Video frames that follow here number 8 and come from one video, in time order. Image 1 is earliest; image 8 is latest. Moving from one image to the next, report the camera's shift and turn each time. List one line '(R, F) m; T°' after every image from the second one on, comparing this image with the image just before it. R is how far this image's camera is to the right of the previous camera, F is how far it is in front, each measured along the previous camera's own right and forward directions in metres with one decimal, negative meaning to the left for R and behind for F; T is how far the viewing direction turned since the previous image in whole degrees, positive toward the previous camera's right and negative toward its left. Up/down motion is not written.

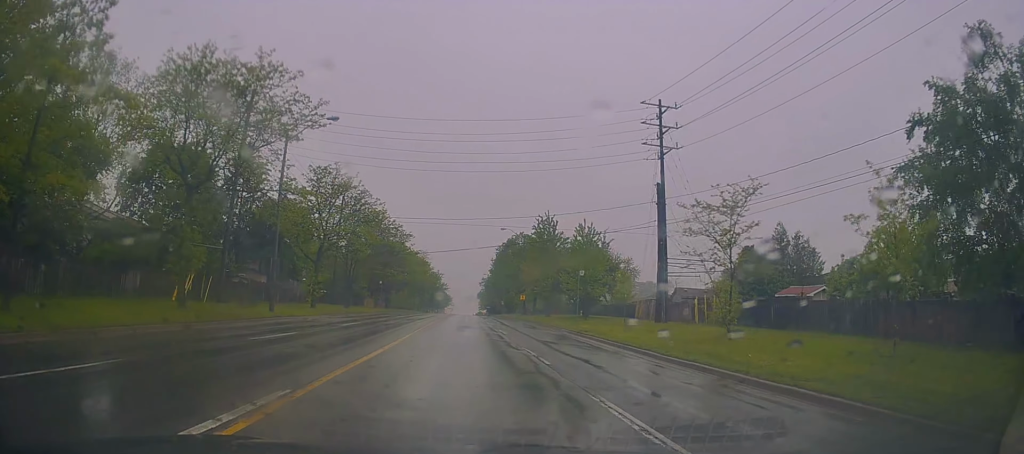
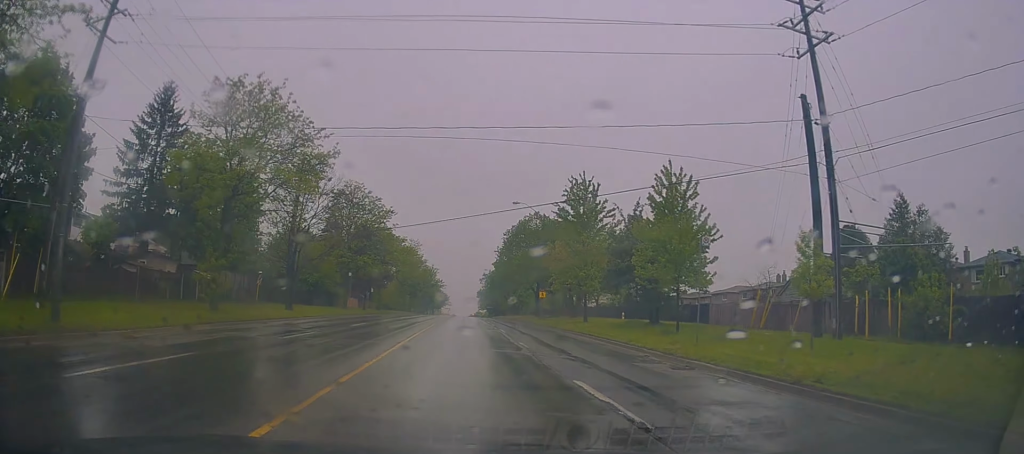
(+0.1, +19.2) m; -2°
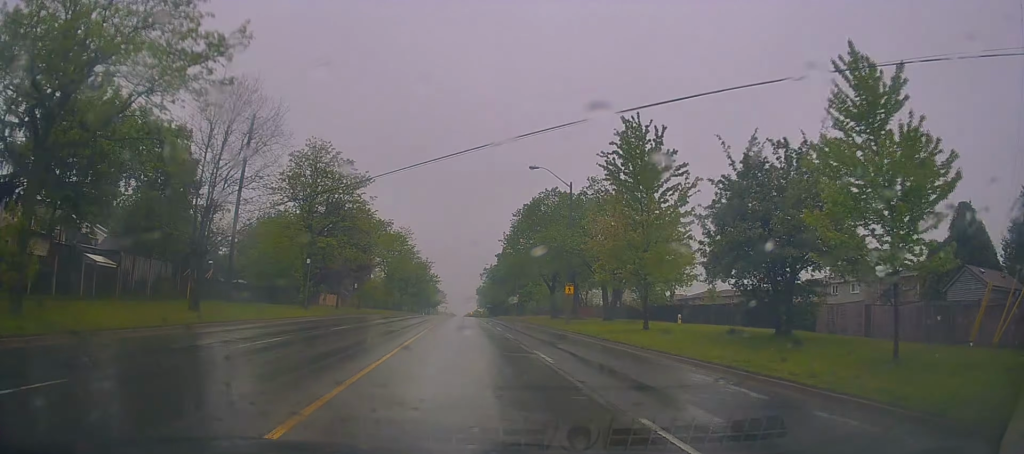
(-0.6, +14.1) m; -1°
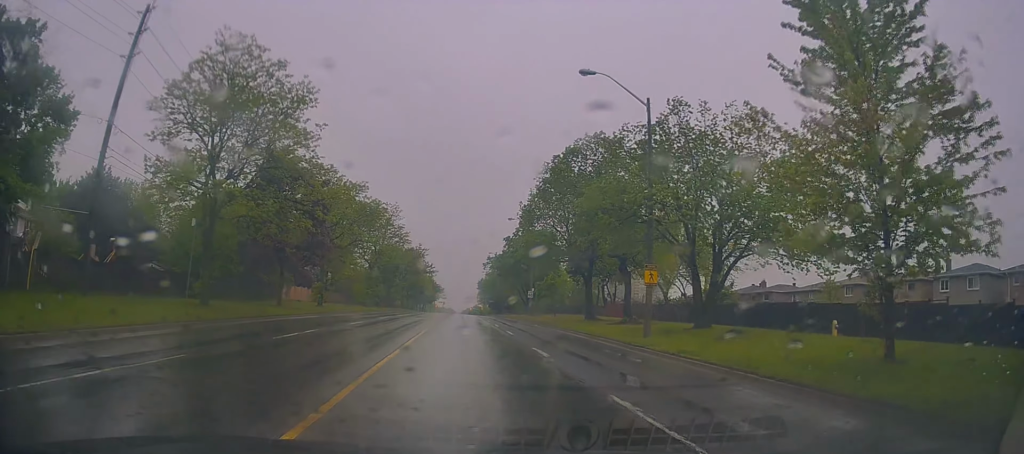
(+0.7, +17.6) m; +3°
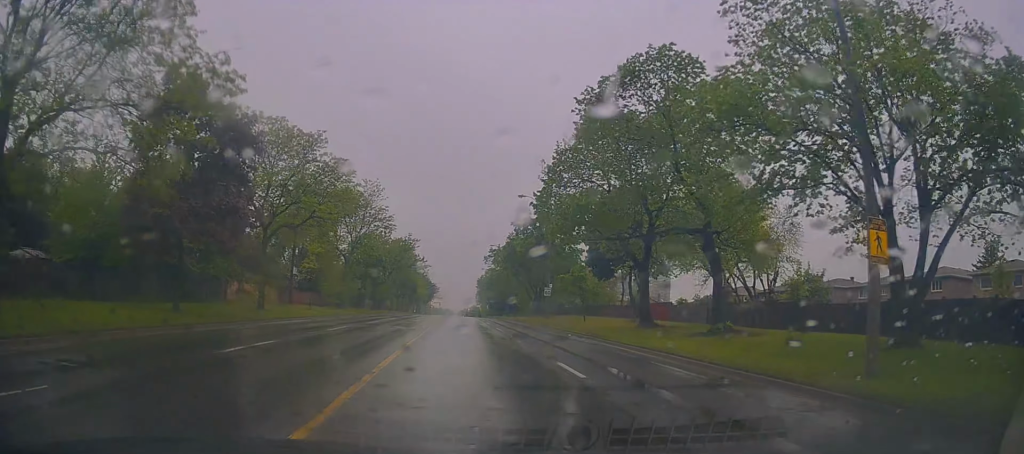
(+0.2, +14.5) m; 0°
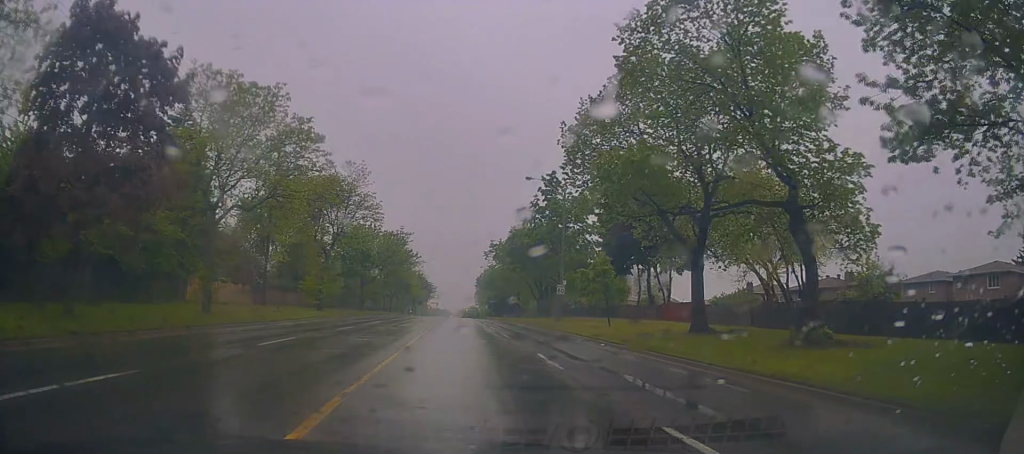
(-0.1, +7.2) m; -1°
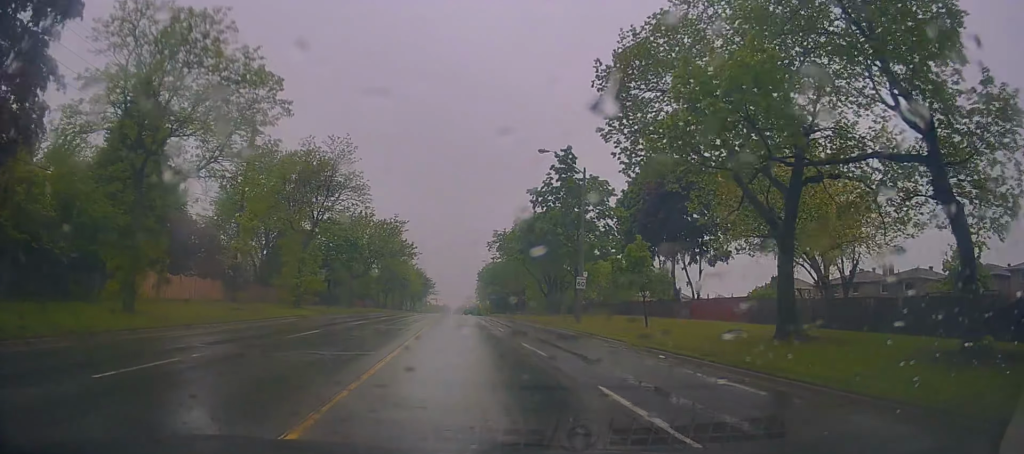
(0.0, +7.2) m; 0°
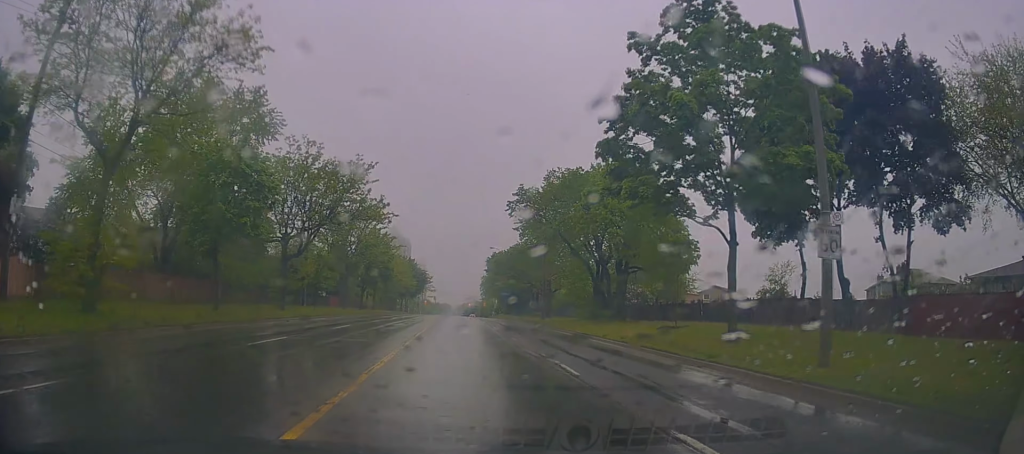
(+0.6, +24.9) m; -1°
